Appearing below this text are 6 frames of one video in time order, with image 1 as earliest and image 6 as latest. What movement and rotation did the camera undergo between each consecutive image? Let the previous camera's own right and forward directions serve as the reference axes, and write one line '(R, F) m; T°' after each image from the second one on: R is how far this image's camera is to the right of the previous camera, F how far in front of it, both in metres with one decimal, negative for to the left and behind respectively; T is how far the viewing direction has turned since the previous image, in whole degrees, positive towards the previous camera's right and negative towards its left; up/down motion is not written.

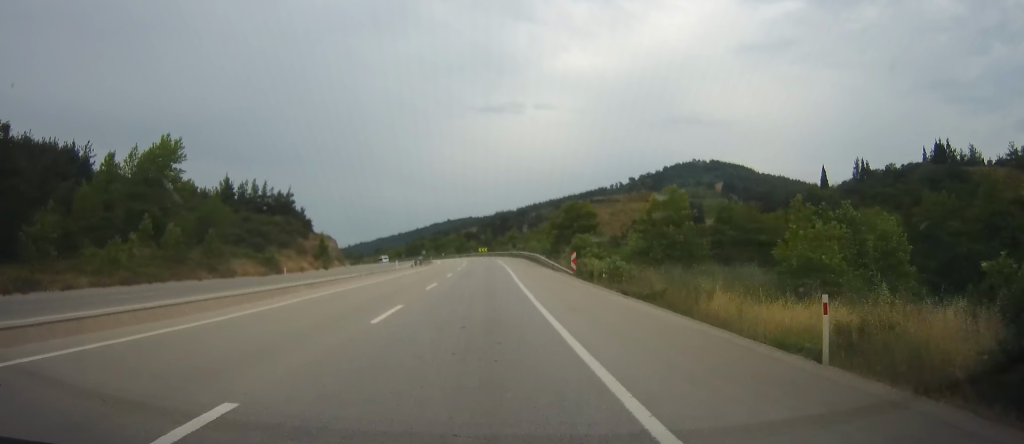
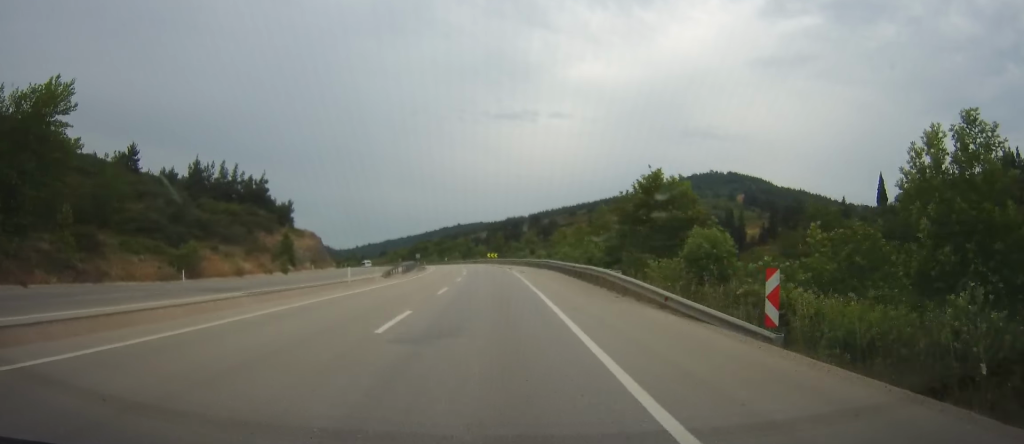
(-0.2, +25.4) m; -1°
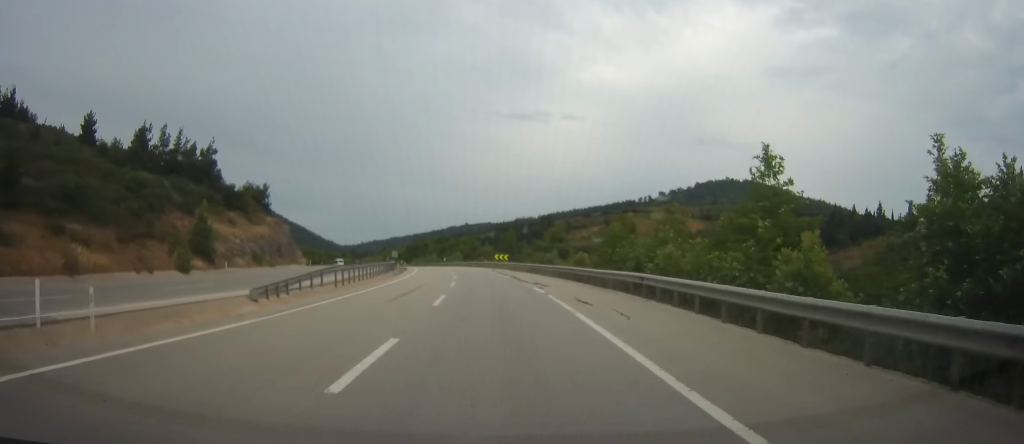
(-0.3, +29.4) m; -1°
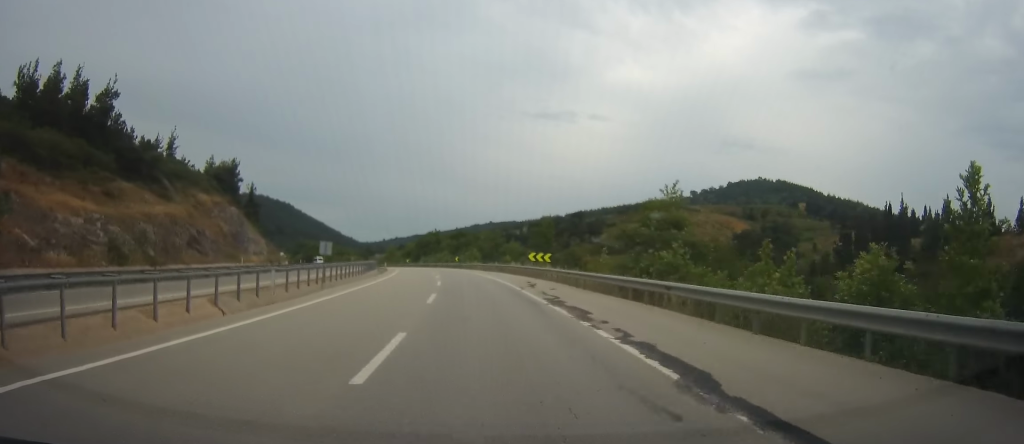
(-0.2, +35.6) m; -2°
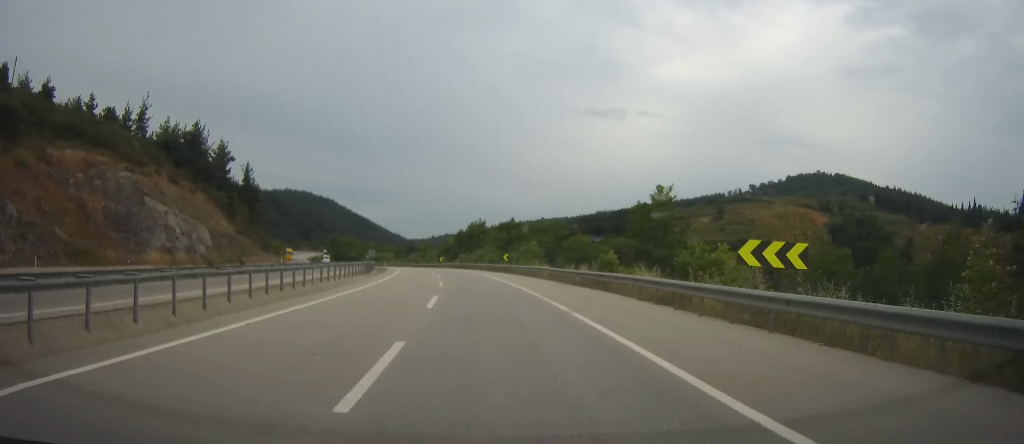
(-0.7, +38.5) m; -1°
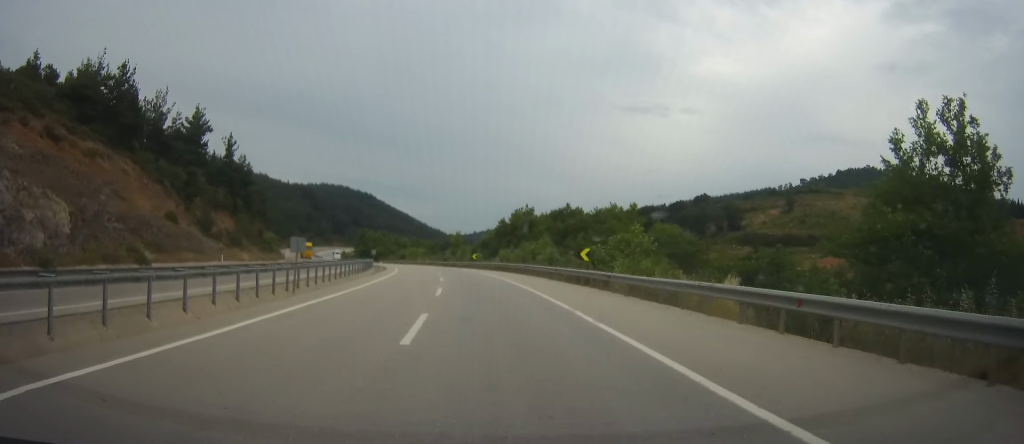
(-0.5, +32.0) m; -2°
